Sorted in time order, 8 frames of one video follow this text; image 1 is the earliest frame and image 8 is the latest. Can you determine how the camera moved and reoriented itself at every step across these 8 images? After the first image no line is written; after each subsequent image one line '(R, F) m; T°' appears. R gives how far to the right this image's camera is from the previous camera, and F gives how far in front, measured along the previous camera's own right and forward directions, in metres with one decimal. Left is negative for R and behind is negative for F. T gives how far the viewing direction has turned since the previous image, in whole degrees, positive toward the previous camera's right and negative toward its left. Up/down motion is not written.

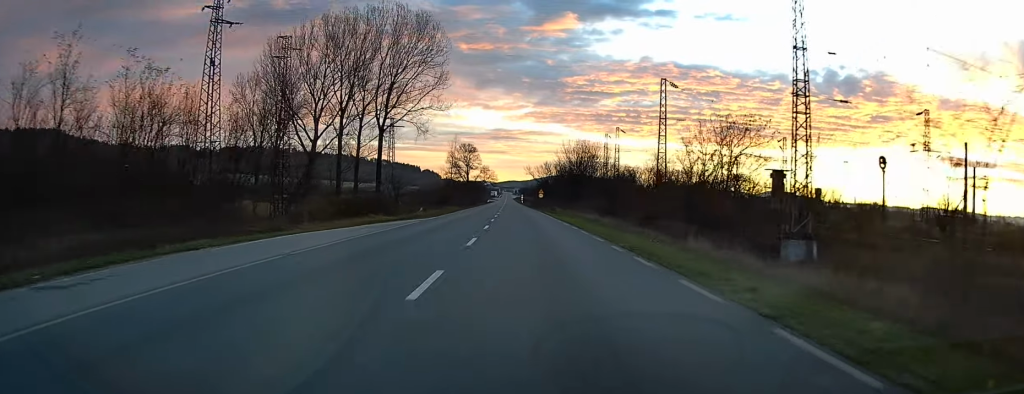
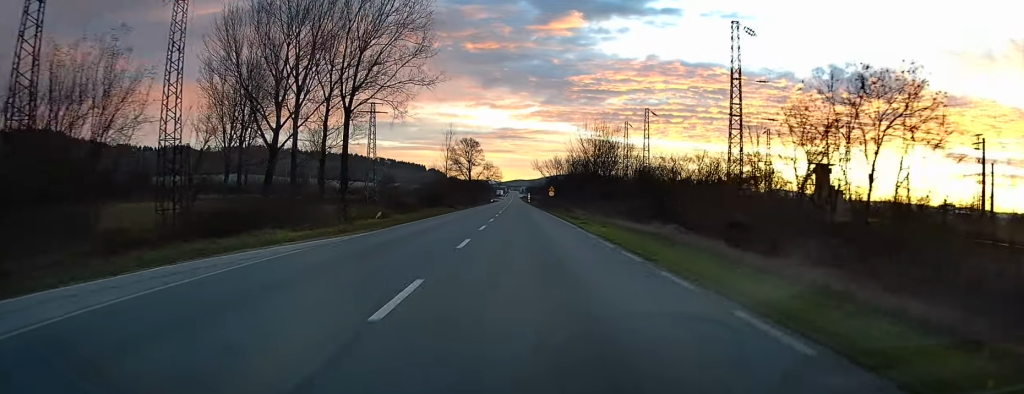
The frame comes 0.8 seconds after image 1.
(-0.3, +19.2) m; -1°
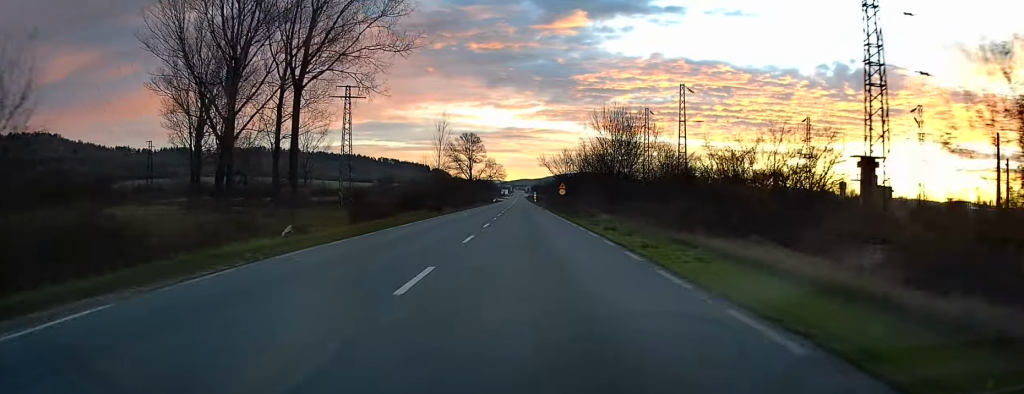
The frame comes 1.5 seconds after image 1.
(-0.1, +16.2) m; 0°
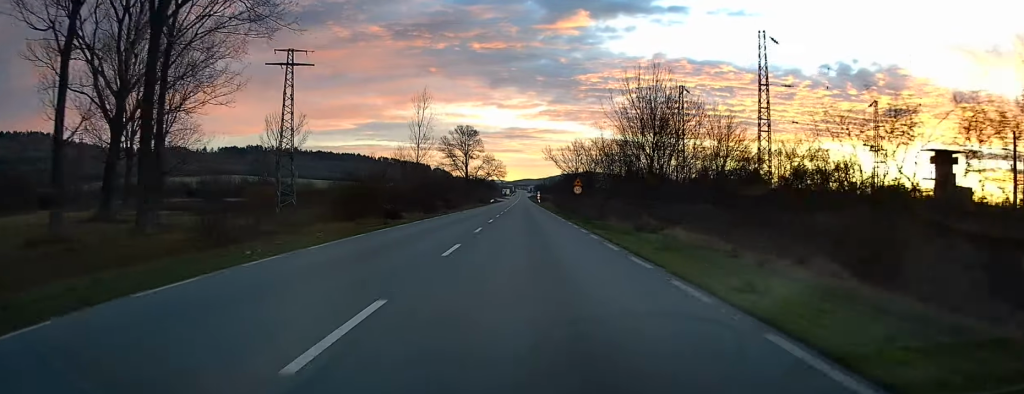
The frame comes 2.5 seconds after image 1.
(+0.2, +21.5) m; +1°
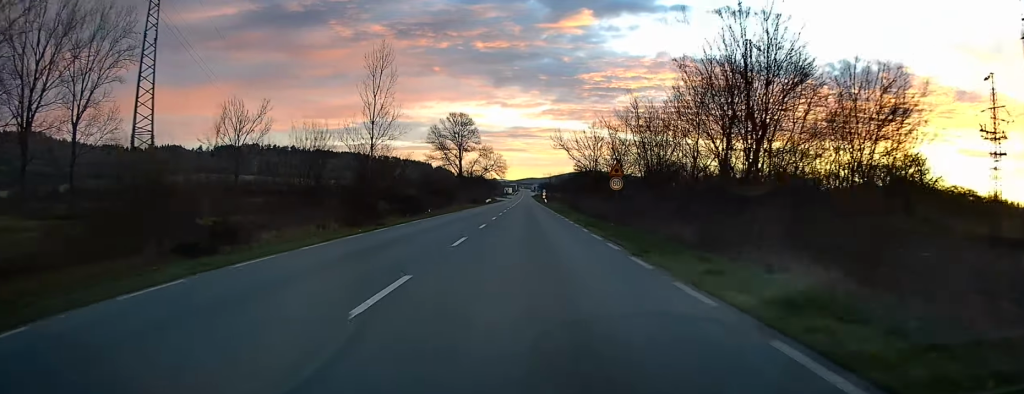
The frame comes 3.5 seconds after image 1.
(0.0, +24.5) m; -1°
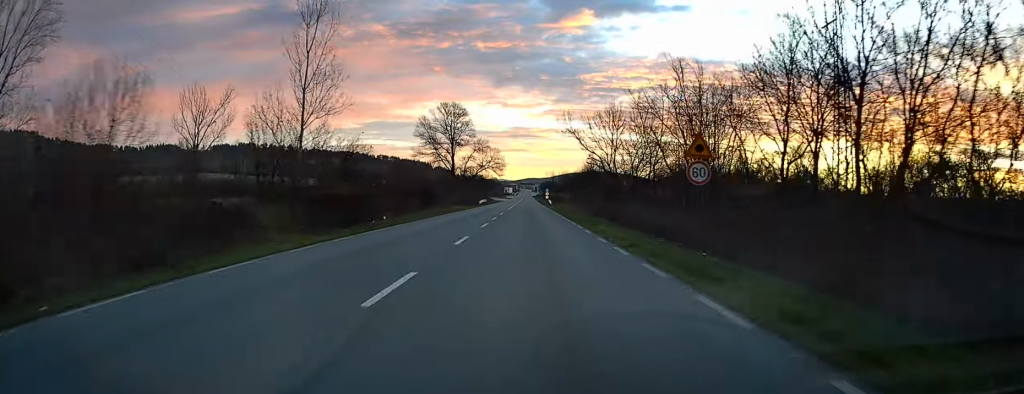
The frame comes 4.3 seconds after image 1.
(-0.2, +17.5) m; -1°
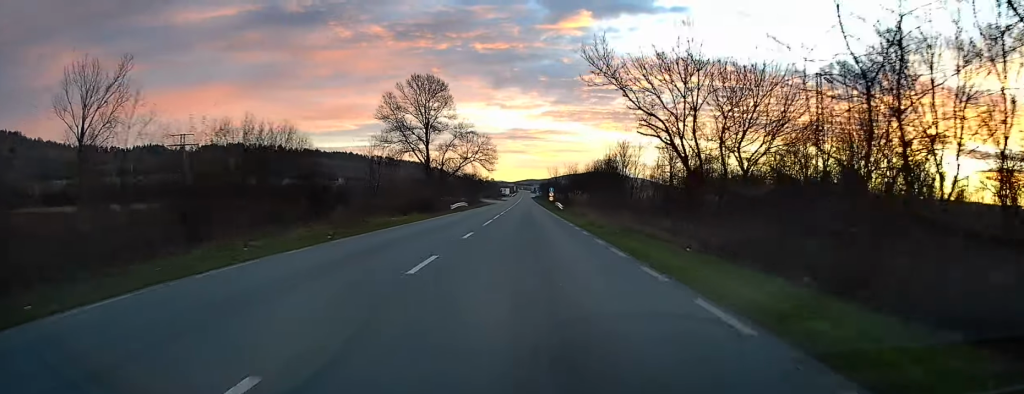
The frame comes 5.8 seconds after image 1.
(-0.1, +32.5) m; 0°
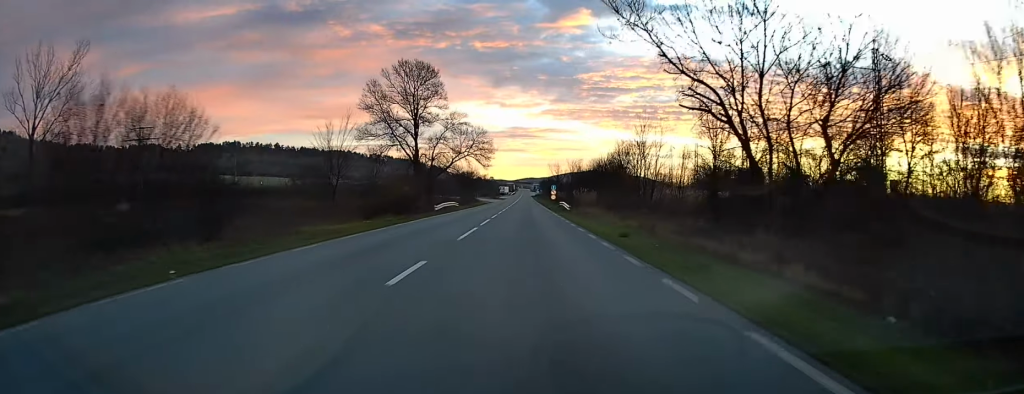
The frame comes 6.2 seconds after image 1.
(0.0, +10.1) m; 0°
